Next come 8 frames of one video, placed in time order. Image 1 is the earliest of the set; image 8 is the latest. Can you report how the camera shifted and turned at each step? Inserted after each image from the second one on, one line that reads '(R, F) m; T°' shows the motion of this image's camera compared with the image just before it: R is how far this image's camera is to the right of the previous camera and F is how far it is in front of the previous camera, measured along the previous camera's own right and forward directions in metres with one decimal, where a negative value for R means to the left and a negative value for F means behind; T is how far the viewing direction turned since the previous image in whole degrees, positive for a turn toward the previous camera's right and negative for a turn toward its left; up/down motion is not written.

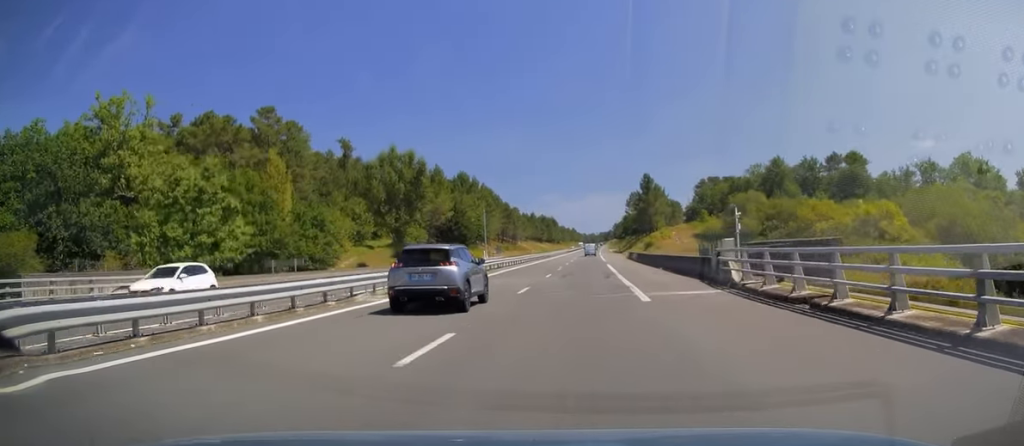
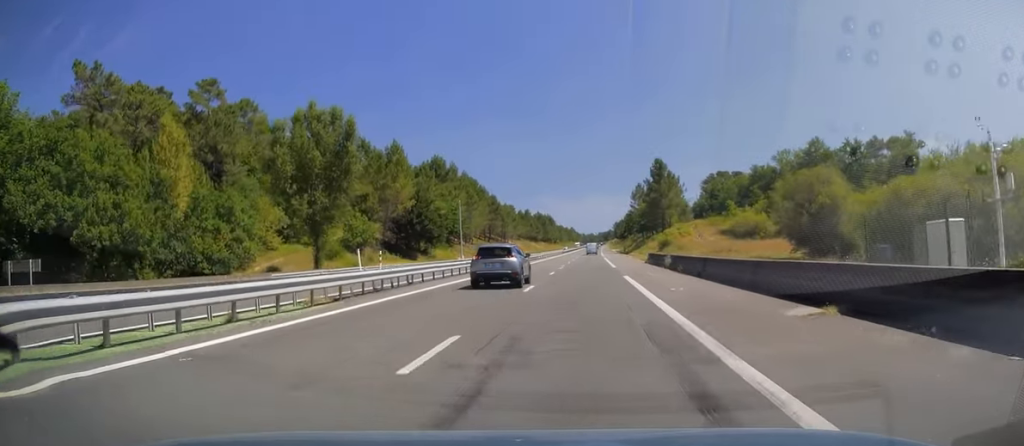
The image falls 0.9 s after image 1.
(+0.3, +26.8) m; 0°
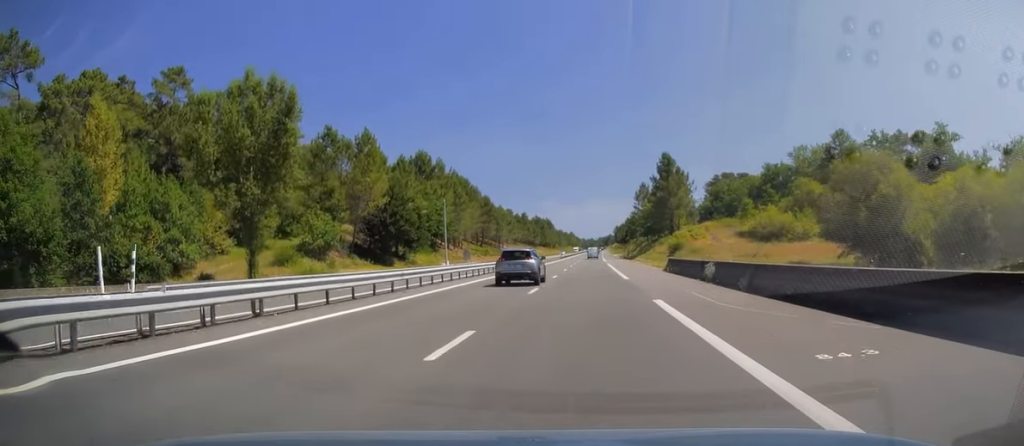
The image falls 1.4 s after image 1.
(0.0, +12.7) m; 0°
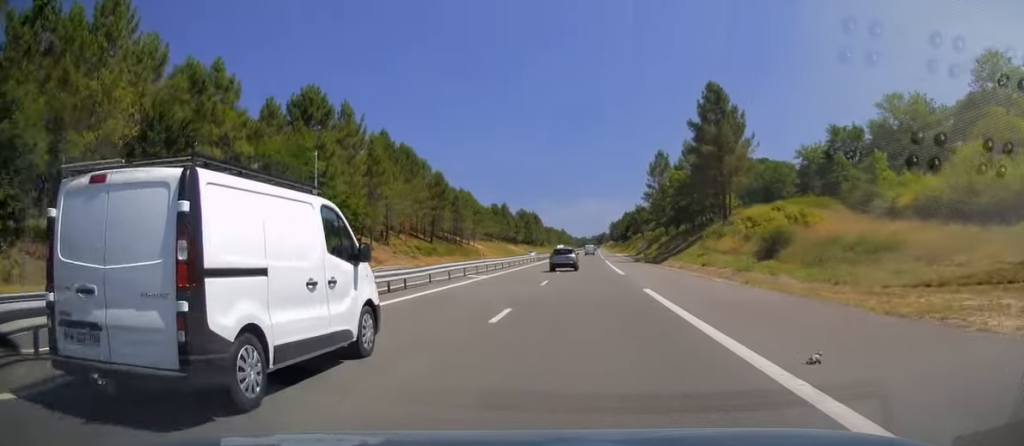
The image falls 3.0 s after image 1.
(+0.1, +48.8) m; 0°
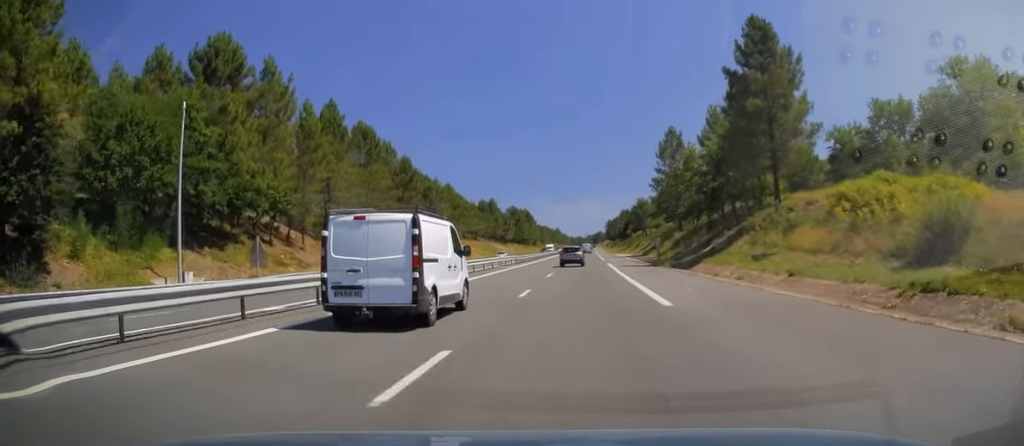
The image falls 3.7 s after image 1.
(-0.1, +20.0) m; 0°
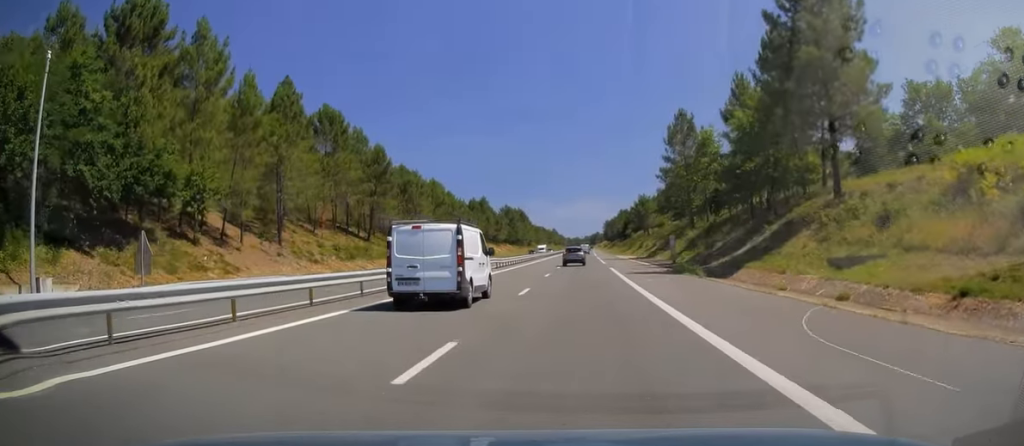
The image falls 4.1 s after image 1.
(-0.1, +12.2) m; 0°
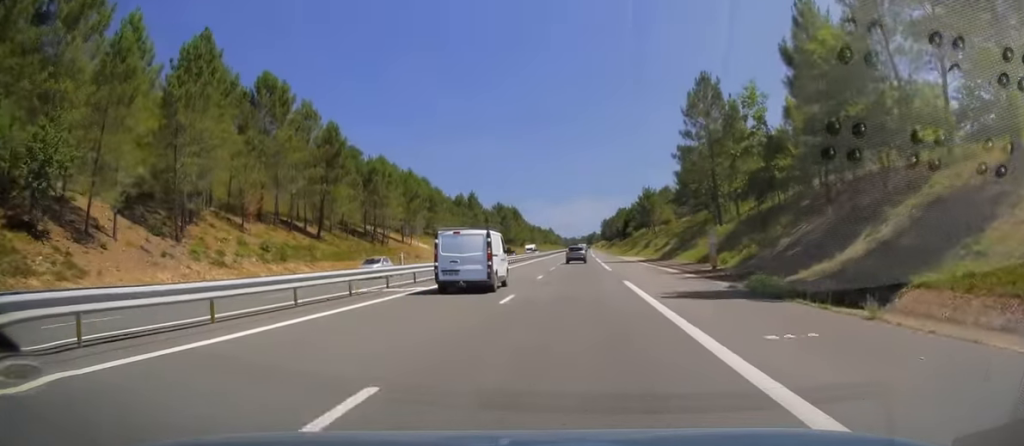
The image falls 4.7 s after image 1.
(+0.2, +16.6) m; 0°
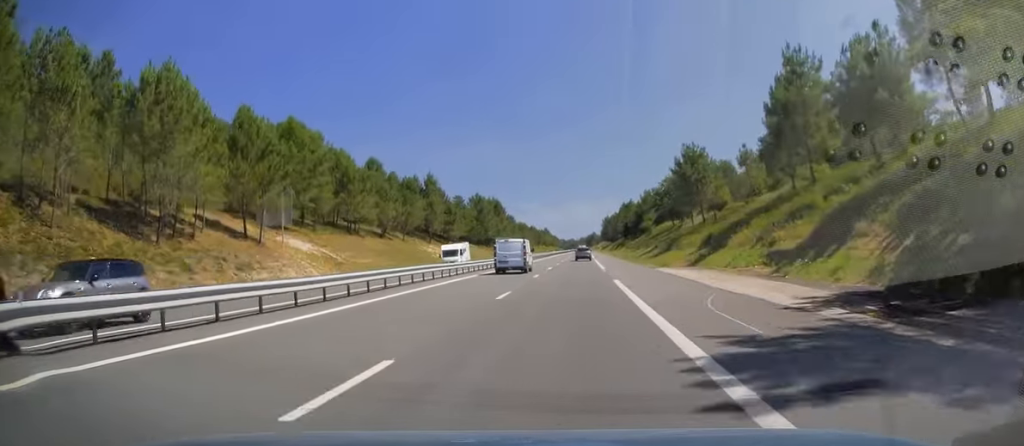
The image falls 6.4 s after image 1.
(+0.4, +51.3) m; +1°
